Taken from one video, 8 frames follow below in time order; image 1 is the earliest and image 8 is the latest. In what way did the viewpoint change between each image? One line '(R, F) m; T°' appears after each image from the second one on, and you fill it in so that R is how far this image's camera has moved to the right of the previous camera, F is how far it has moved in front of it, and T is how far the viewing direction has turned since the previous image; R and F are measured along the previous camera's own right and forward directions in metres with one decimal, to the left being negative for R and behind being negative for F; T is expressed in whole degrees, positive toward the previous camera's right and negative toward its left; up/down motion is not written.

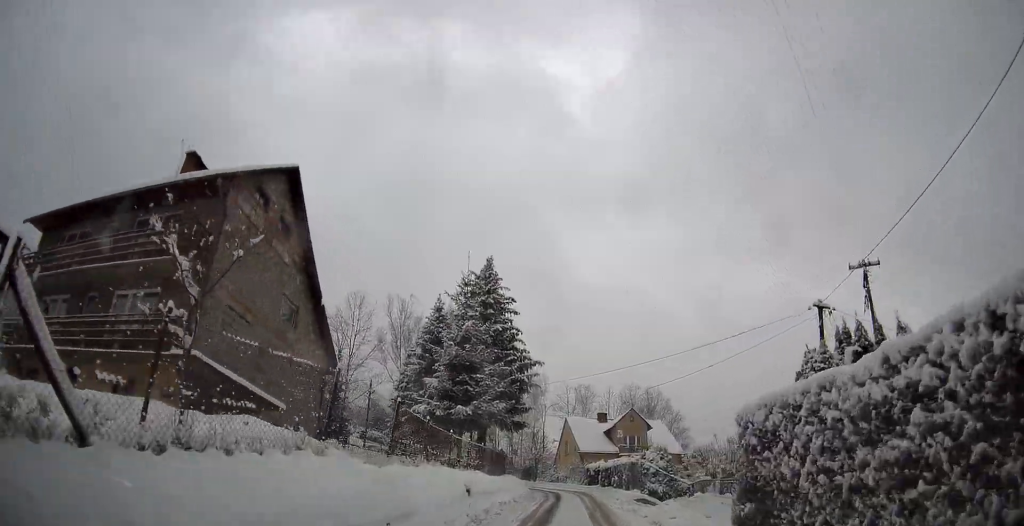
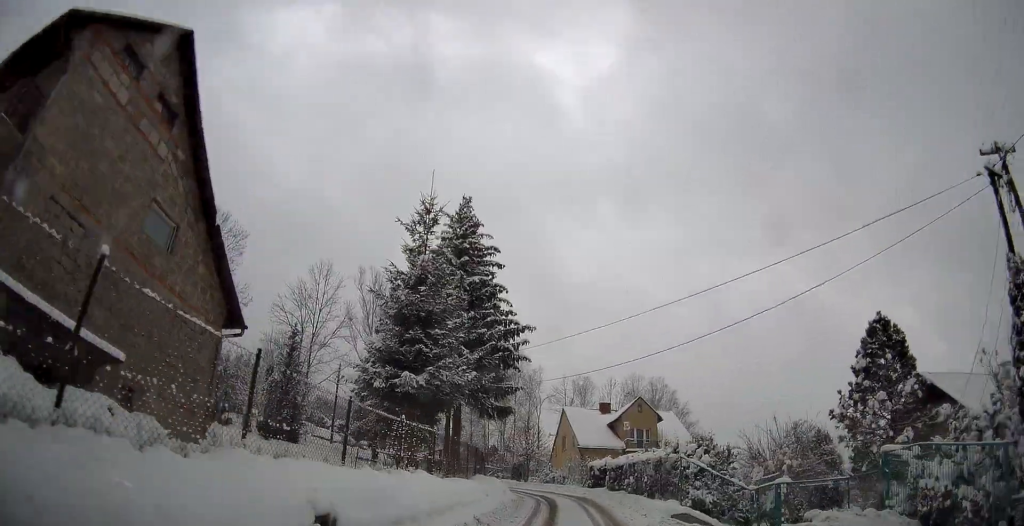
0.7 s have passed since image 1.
(+0.1, +8.1) m; +1°
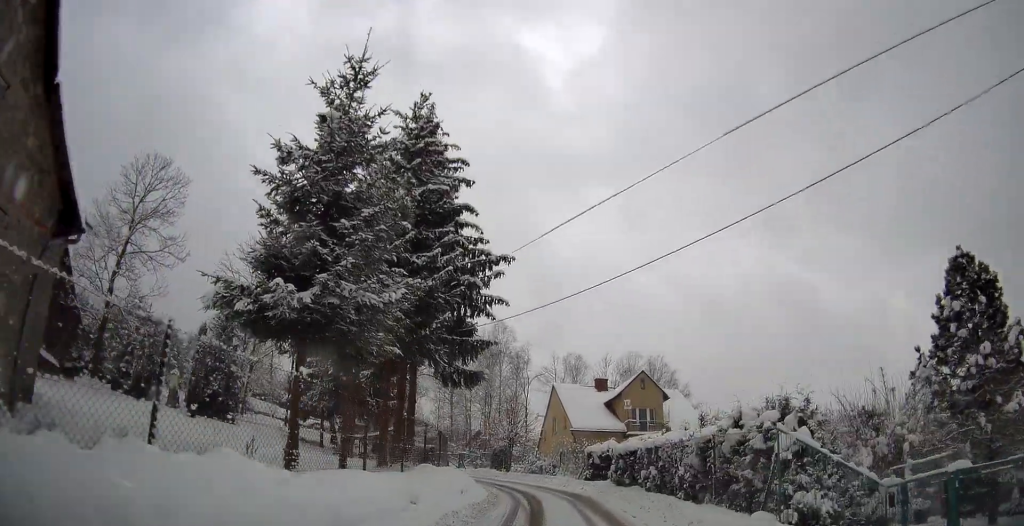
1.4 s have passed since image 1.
(-0.1, +7.7) m; +1°
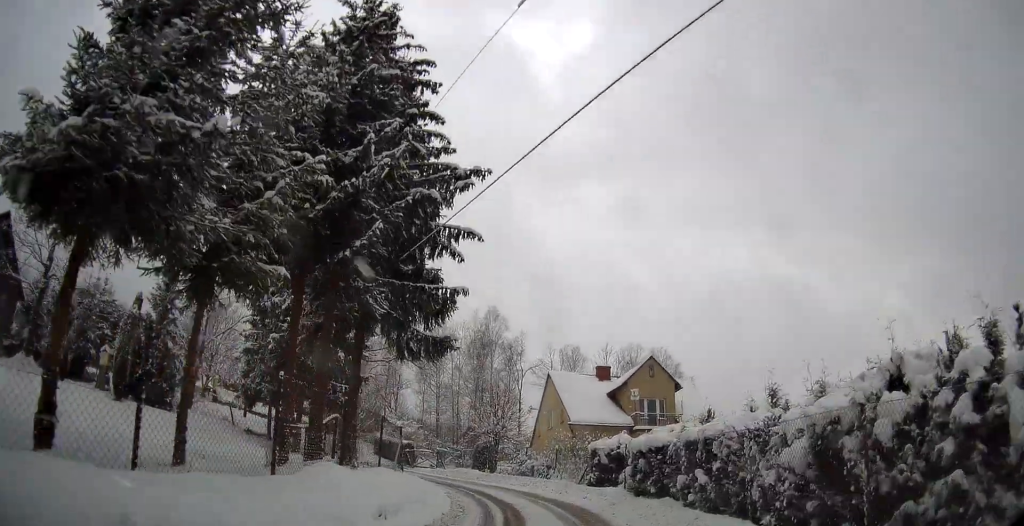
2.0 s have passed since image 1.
(+0.2, +6.0) m; +1°
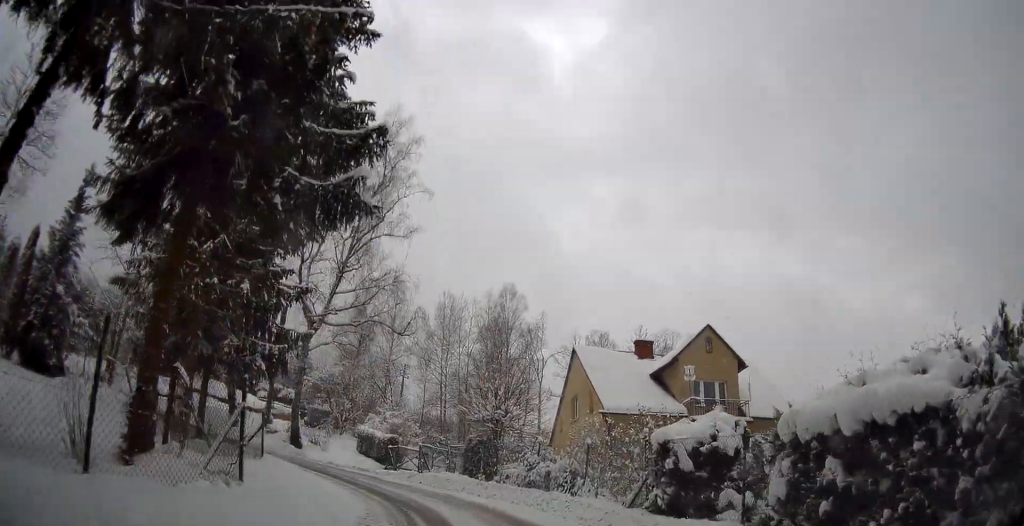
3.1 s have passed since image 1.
(+0.1, +10.1) m; -3°
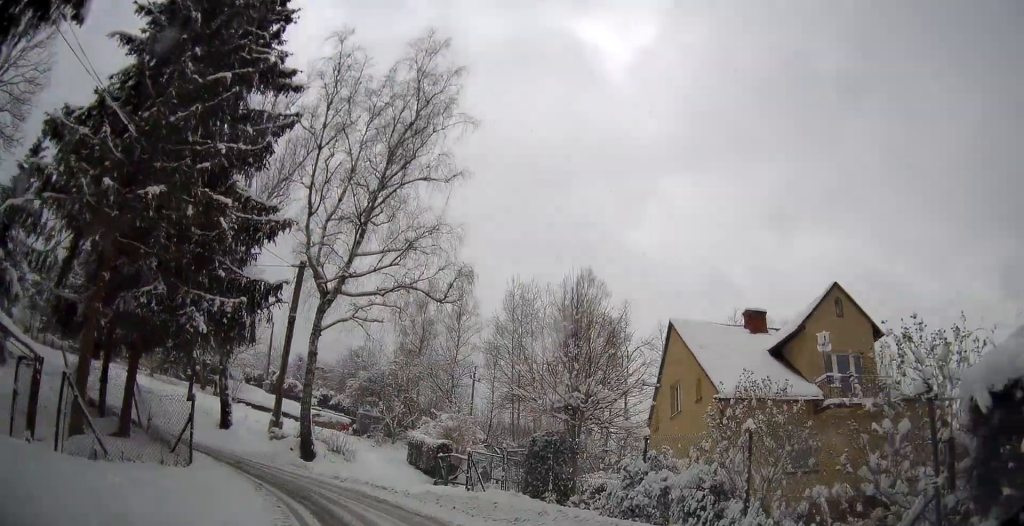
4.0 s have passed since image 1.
(-0.4, +7.2) m; -8°
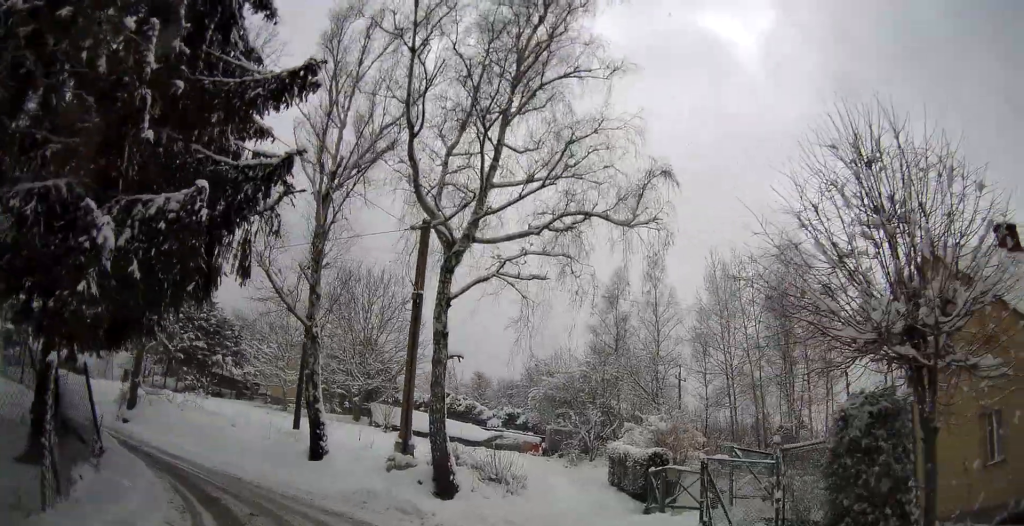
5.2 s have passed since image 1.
(-0.7, +7.6) m; -20°
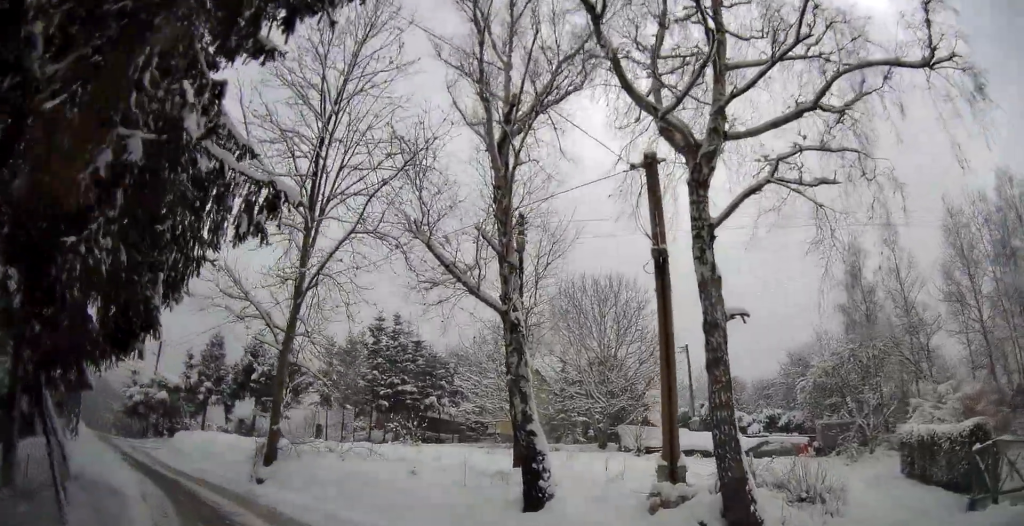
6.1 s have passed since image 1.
(-1.3, +4.9) m; -32°
